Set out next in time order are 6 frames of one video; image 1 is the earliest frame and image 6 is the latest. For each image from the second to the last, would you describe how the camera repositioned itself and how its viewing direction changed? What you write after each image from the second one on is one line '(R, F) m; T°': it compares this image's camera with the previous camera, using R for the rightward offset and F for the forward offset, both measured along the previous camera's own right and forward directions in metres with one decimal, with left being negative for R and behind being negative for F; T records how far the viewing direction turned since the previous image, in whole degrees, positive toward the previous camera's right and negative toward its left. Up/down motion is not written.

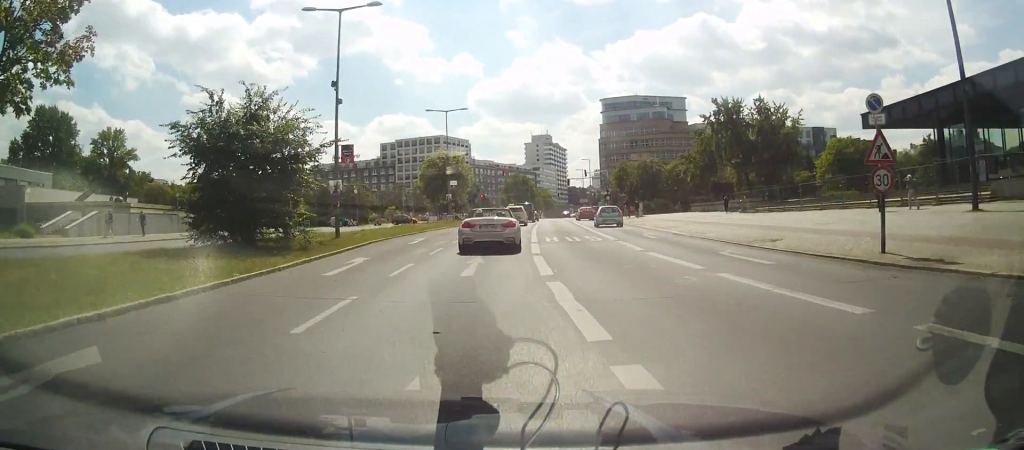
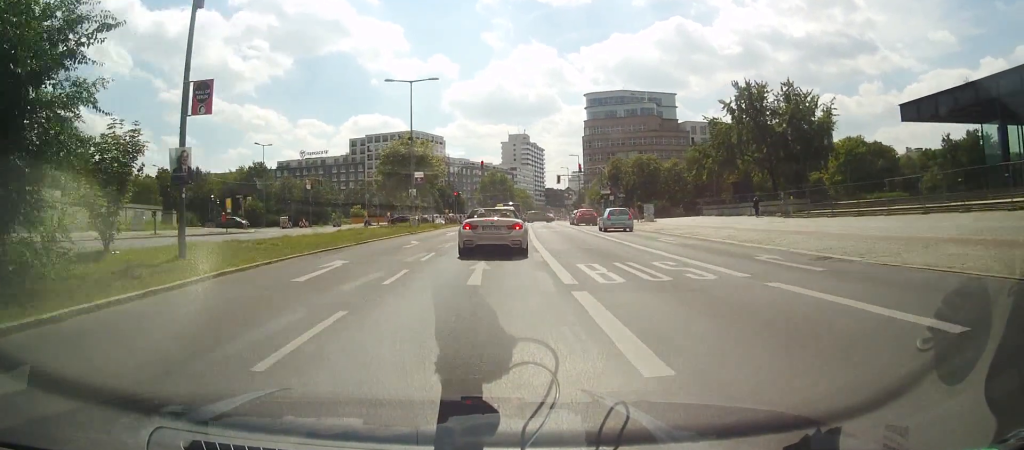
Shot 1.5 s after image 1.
(+0.3, +13.9) m; +2°
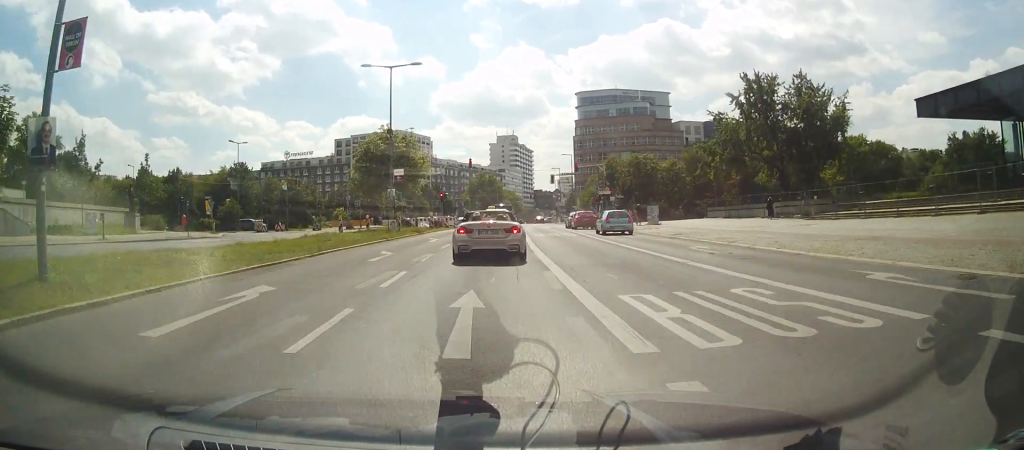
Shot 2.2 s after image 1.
(0.0, +5.5) m; +1°
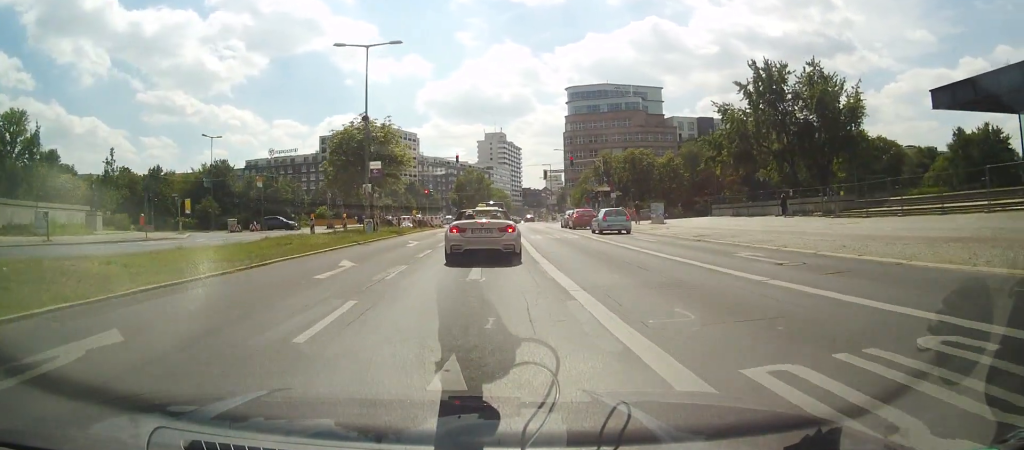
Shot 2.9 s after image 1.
(+0.2, +5.1) m; +1°
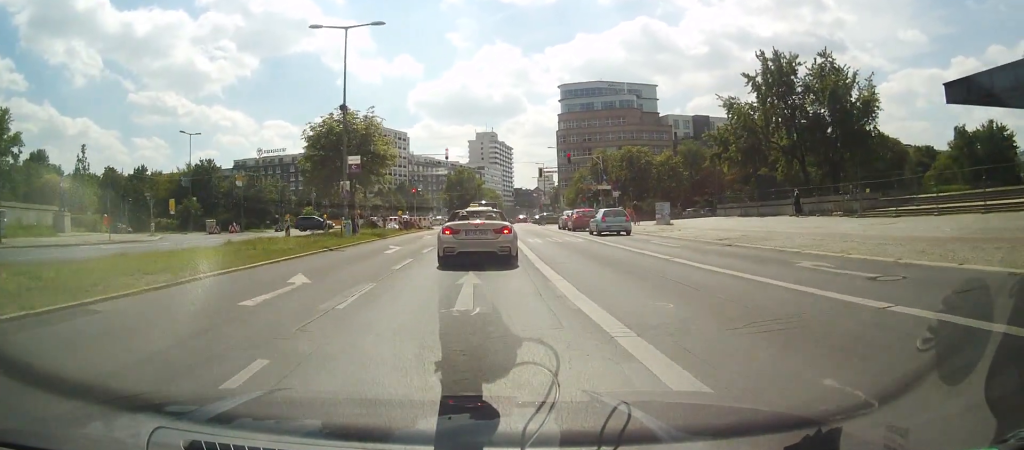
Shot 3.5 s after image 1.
(-0.1, +3.9) m; 0°
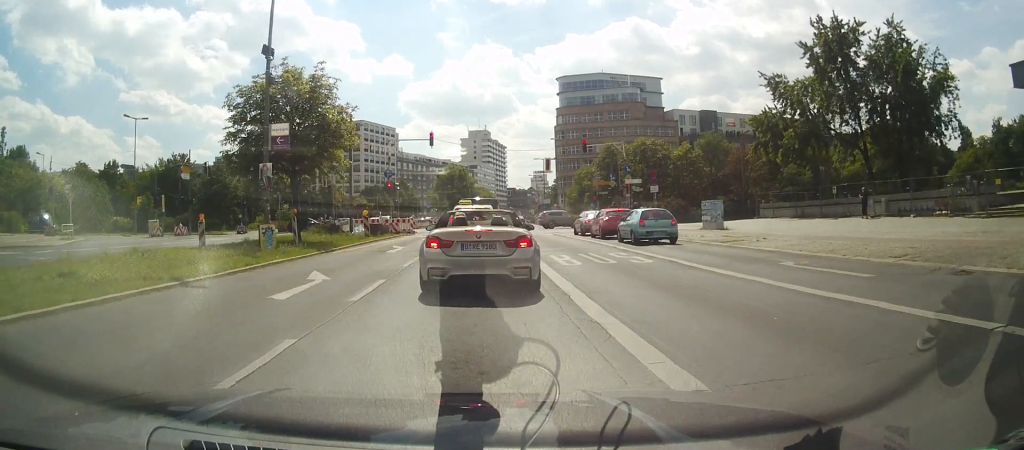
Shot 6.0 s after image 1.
(+0.1, +12.7) m; -1°
